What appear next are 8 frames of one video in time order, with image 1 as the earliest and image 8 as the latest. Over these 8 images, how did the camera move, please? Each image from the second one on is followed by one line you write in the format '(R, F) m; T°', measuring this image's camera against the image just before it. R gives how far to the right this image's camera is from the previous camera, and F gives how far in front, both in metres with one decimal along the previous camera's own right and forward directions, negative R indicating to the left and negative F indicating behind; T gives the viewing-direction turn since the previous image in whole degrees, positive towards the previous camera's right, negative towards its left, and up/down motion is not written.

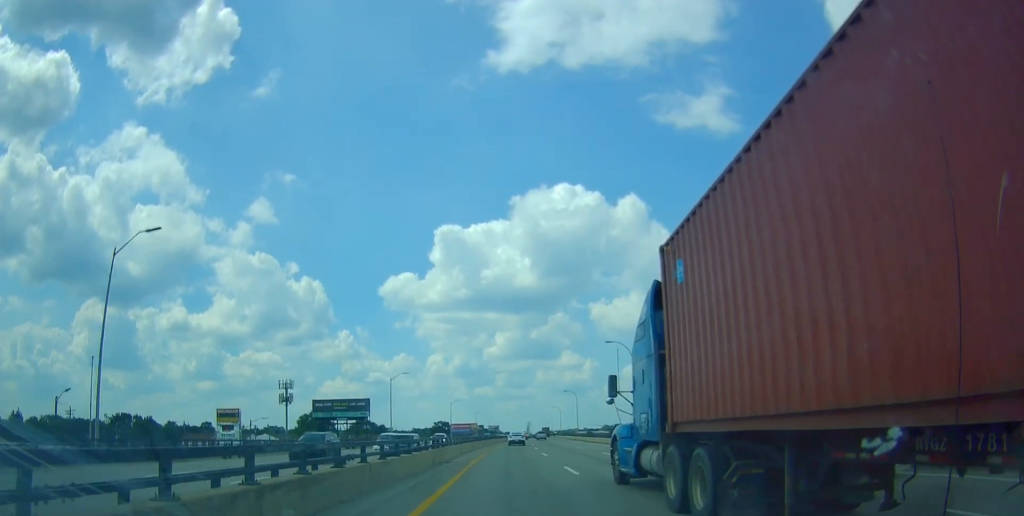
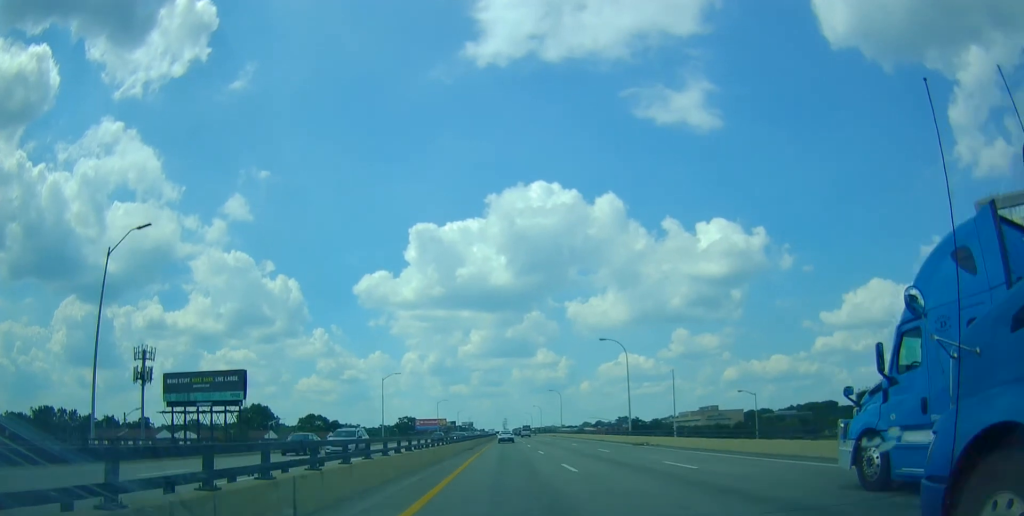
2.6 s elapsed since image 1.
(+0.4, +60.4) m; +2°
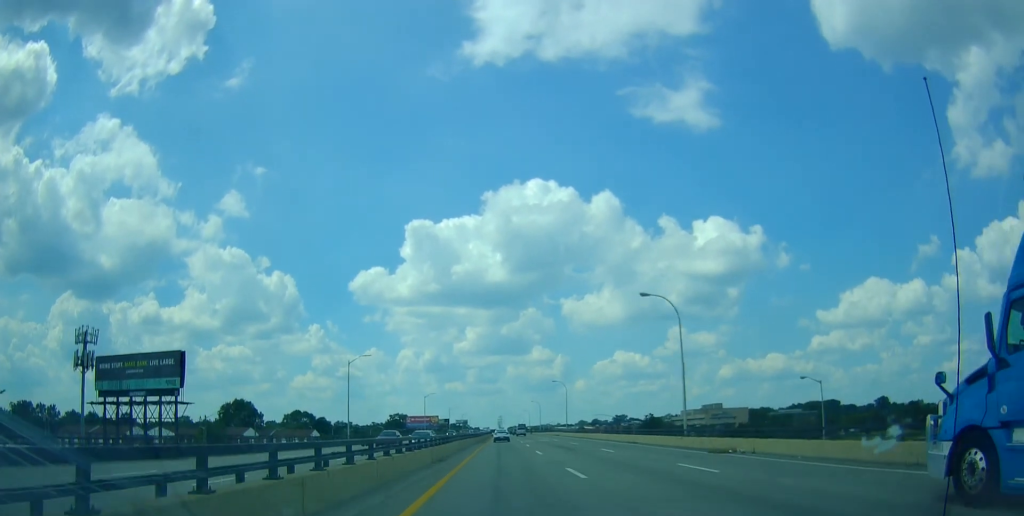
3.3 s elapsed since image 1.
(+0.2, +16.8) m; +2°
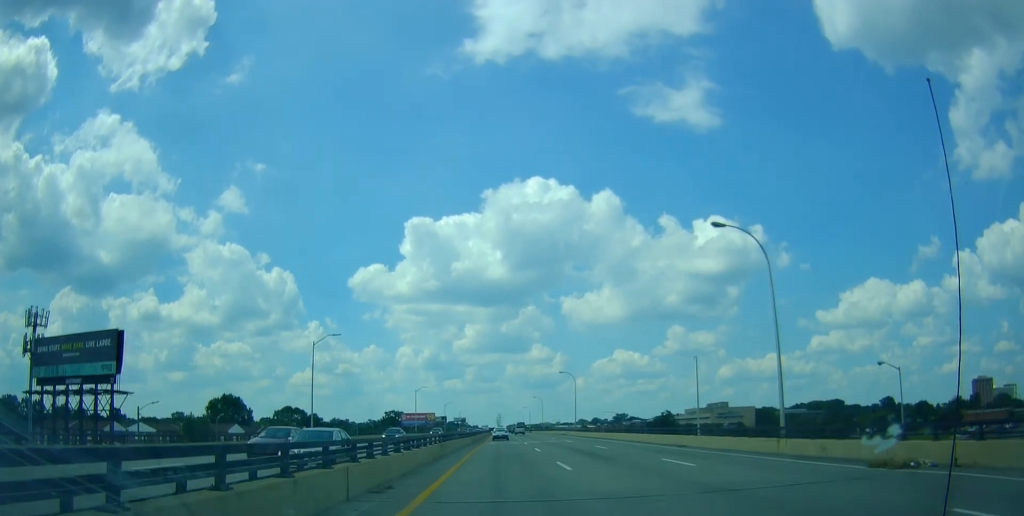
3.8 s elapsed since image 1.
(+0.3, +13.2) m; 0°
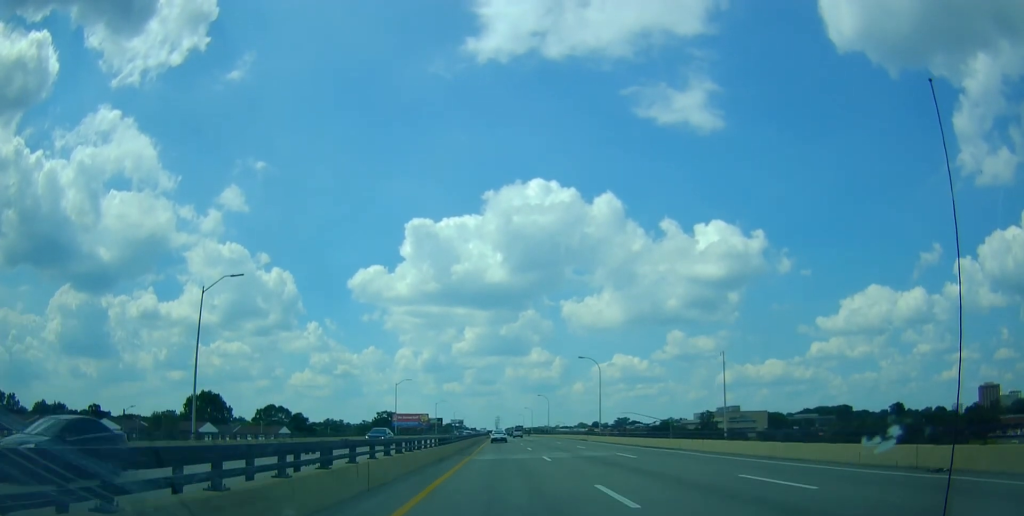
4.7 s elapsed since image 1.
(0.0, +22.4) m; -1°
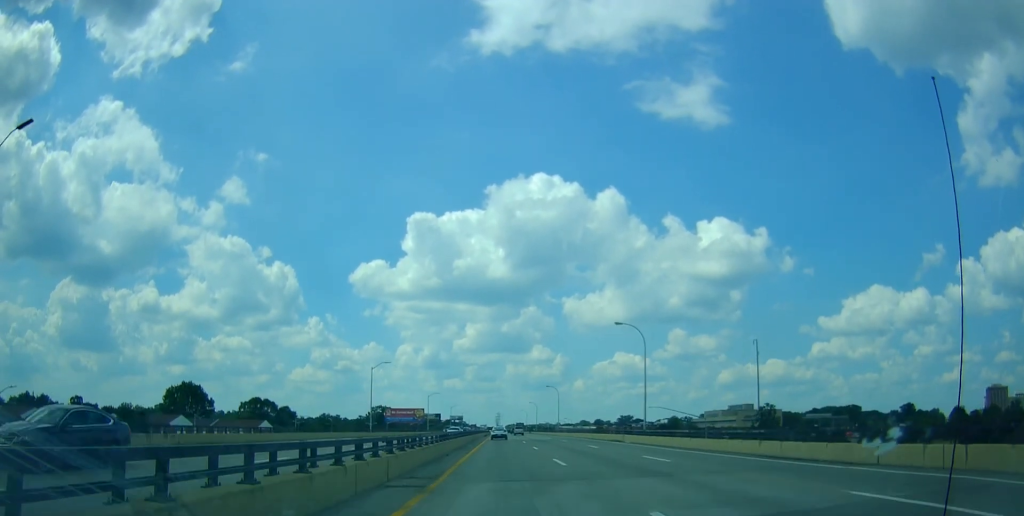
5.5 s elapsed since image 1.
(-0.2, +20.1) m; -1°
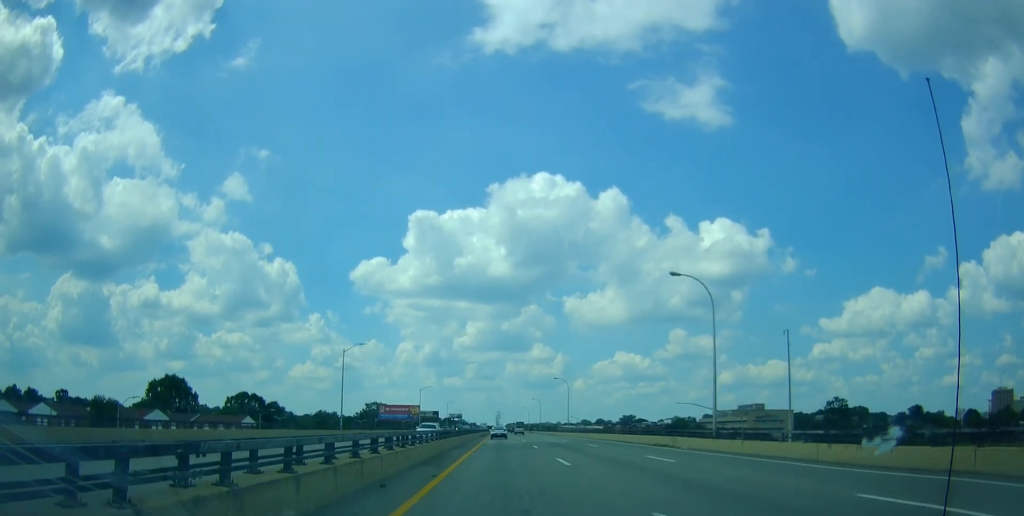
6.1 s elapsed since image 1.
(0.0, +15.2) m; 0°
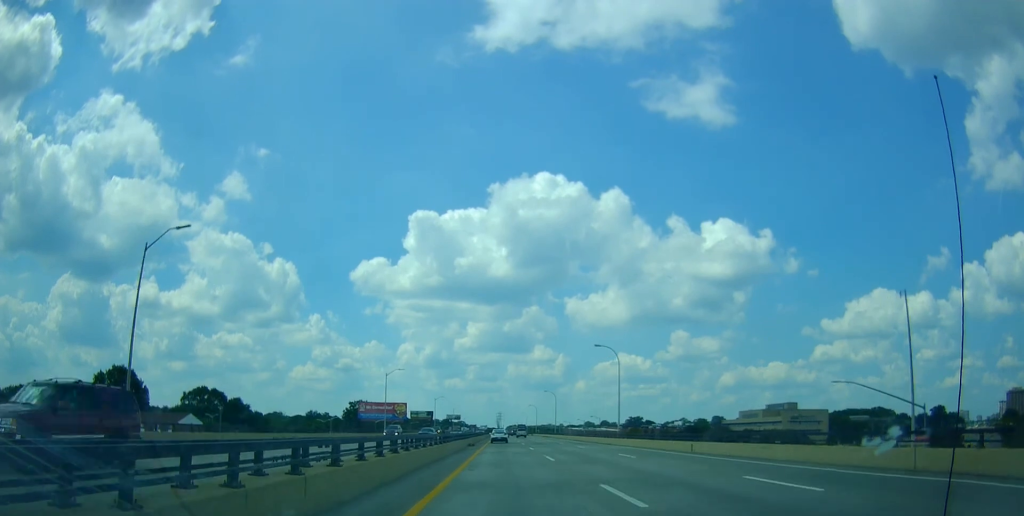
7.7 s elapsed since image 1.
(+0.5, +40.2) m; +2°
